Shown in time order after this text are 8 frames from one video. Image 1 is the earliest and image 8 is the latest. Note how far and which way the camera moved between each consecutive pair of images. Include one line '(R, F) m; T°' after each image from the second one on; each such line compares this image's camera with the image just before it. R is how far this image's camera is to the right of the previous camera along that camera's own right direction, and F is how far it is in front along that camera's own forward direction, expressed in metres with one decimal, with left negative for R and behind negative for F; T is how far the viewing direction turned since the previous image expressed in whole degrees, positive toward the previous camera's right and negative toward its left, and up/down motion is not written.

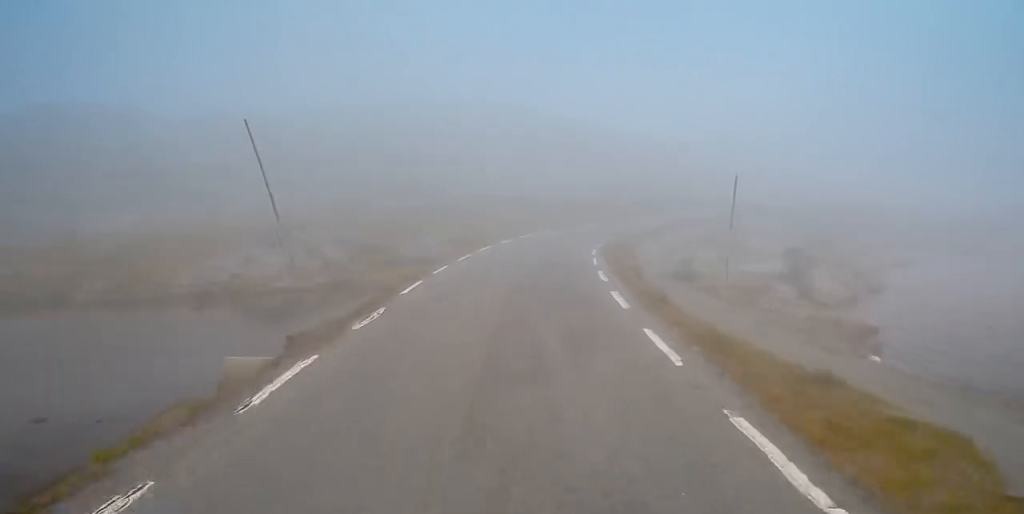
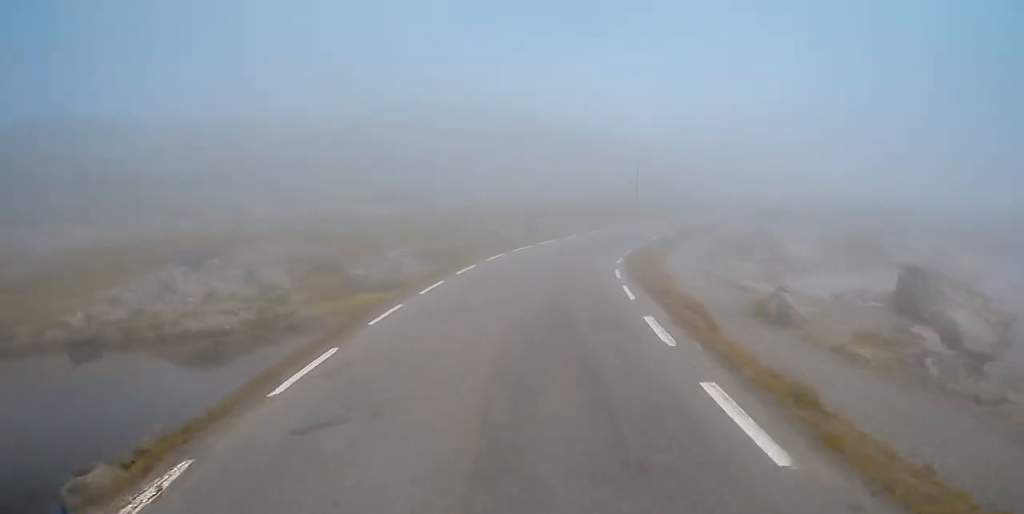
(-0.1, +11.2) m; -1°
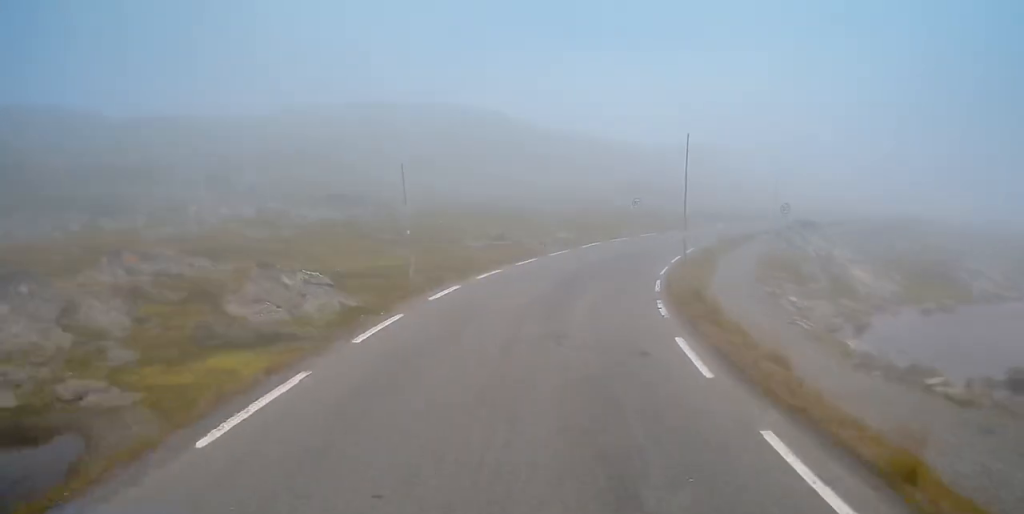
(+0.1, +14.9) m; +3°
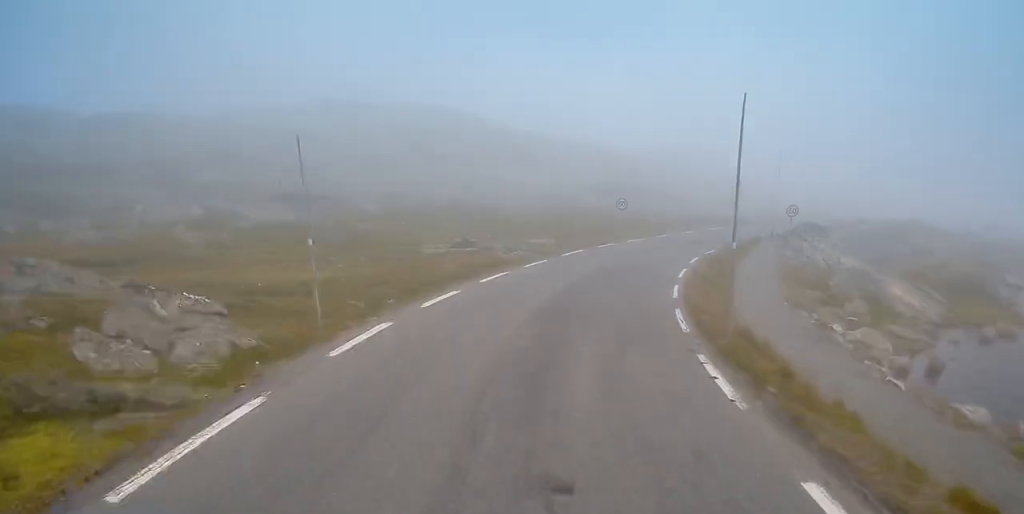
(+0.2, +7.9) m; +3°
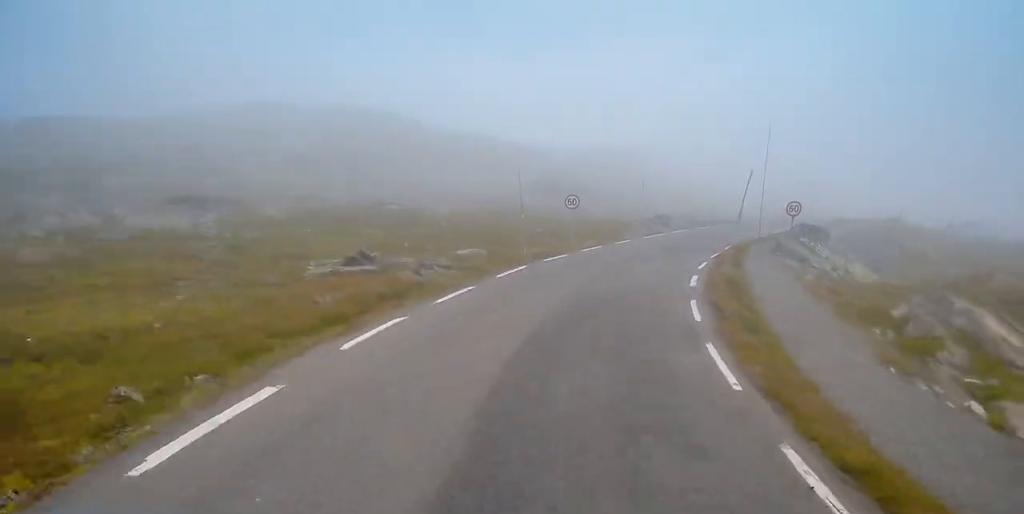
(+0.4, +11.4) m; +5°
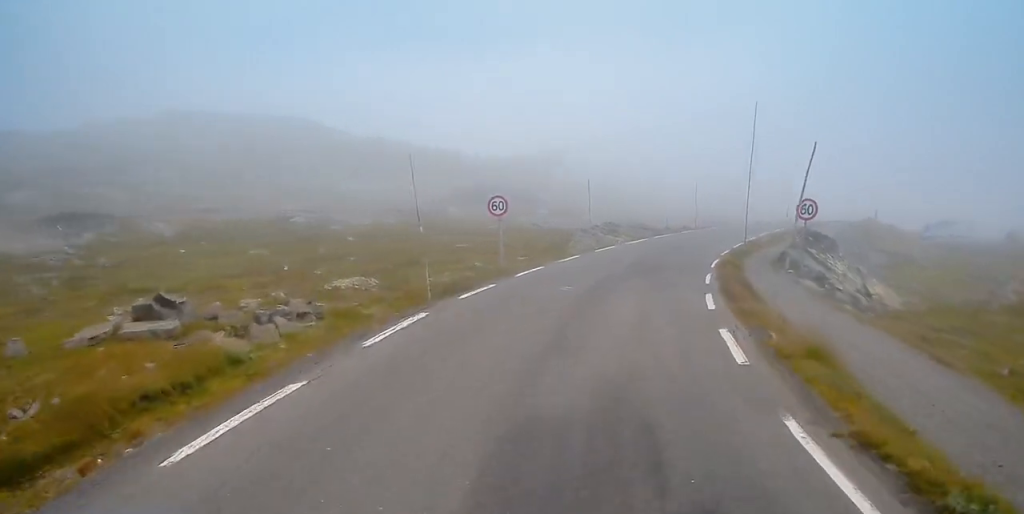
(+0.6, +11.0) m; +7°
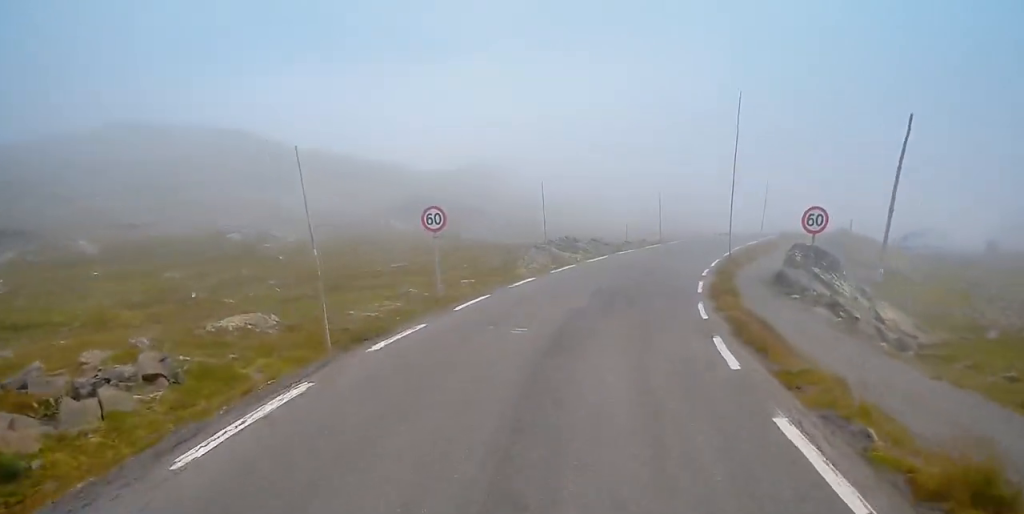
(+0.4, +5.4) m; +3°
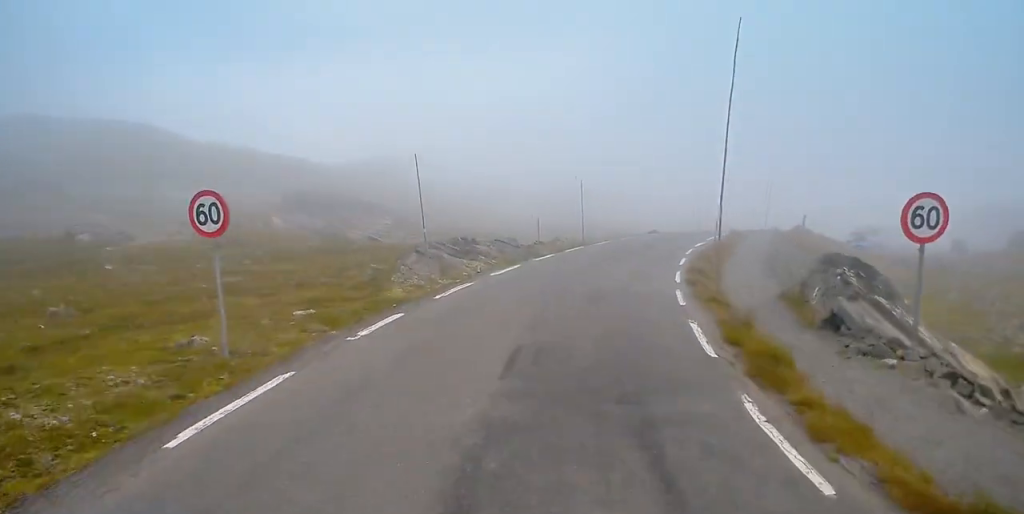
(+0.4, +11.2) m; +3°
